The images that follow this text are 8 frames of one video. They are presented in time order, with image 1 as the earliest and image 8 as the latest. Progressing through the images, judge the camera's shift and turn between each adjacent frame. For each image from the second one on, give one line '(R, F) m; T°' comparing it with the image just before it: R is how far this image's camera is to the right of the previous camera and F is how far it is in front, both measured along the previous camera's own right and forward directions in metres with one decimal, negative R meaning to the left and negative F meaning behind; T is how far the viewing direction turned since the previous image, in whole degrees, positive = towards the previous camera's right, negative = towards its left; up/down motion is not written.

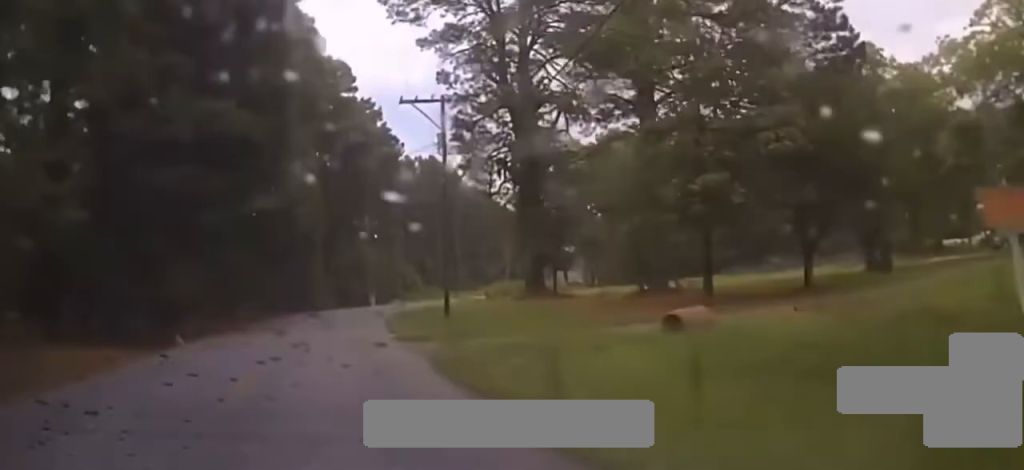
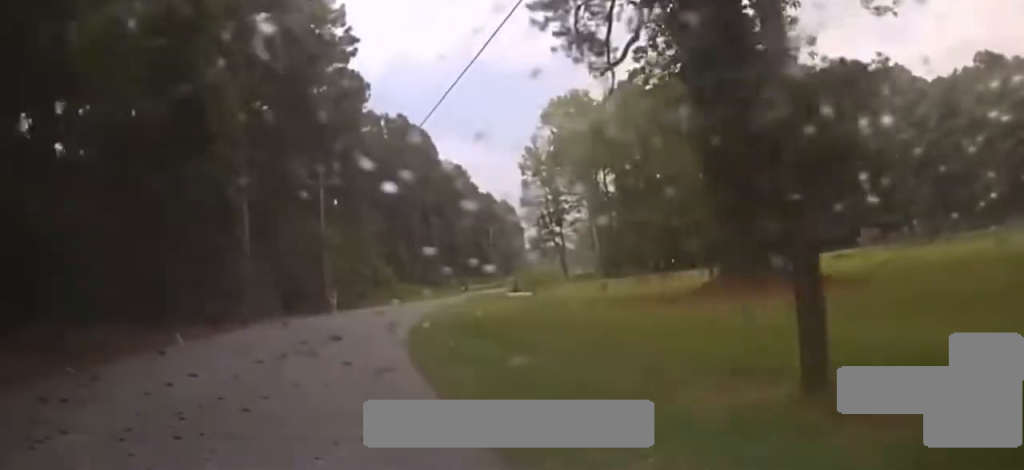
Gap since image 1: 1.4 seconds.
(+1.0, +32.2) m; +5°
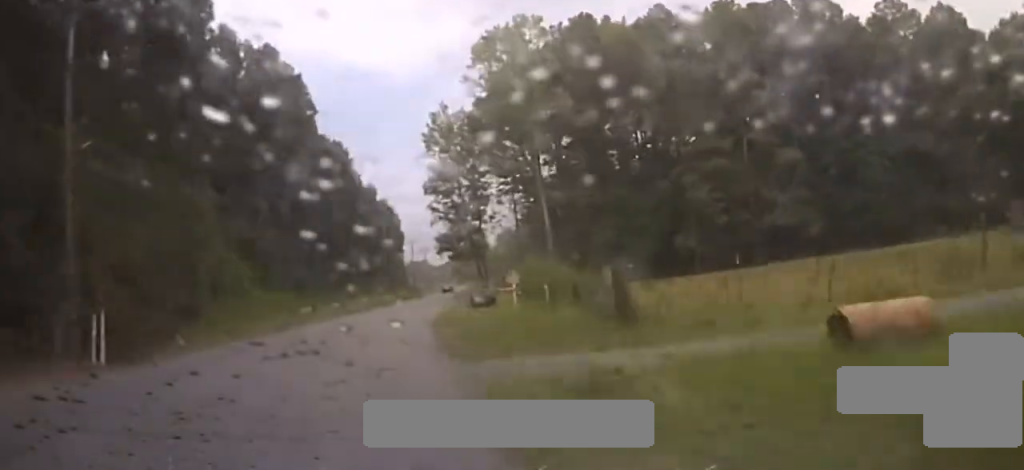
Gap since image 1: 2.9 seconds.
(+2.3, +40.2) m; +8°
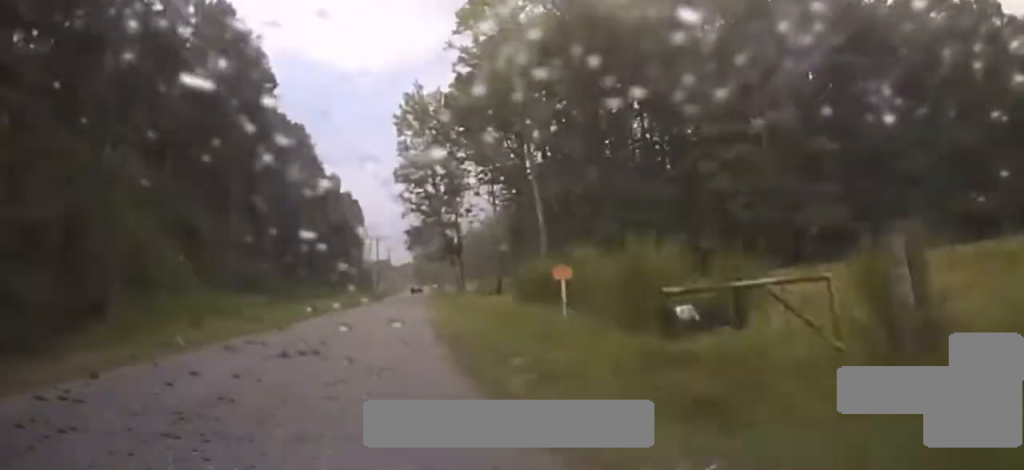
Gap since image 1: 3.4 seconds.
(+0.7, +11.5) m; +3°
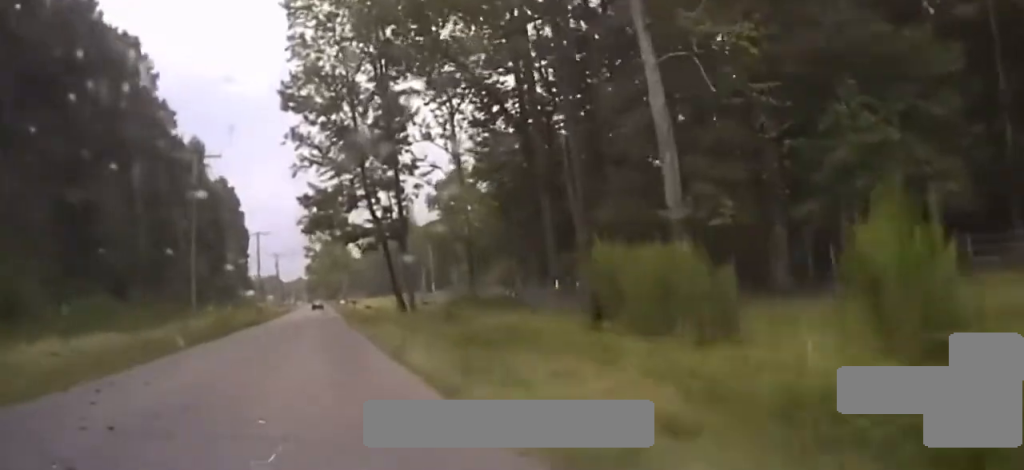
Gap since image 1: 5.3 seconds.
(+3.4, +42.5) m; +7°
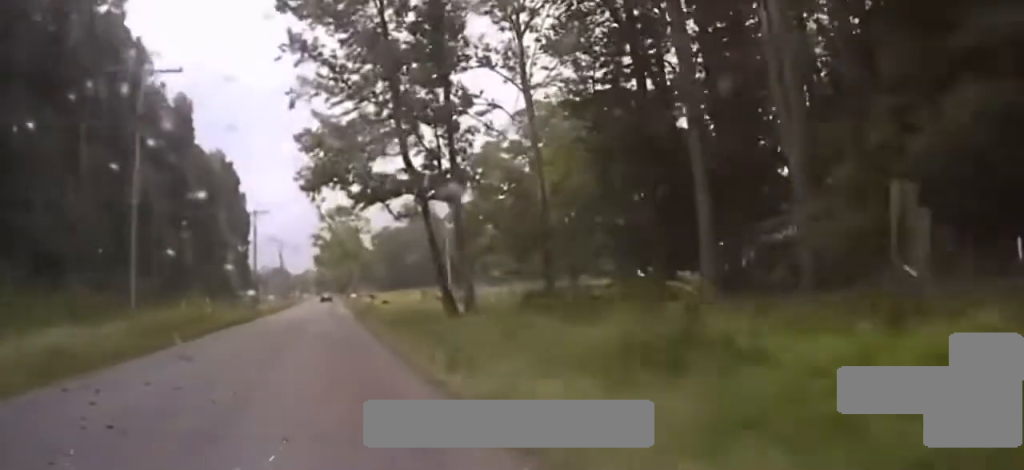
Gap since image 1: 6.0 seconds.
(+0.2, +15.1) m; 0°
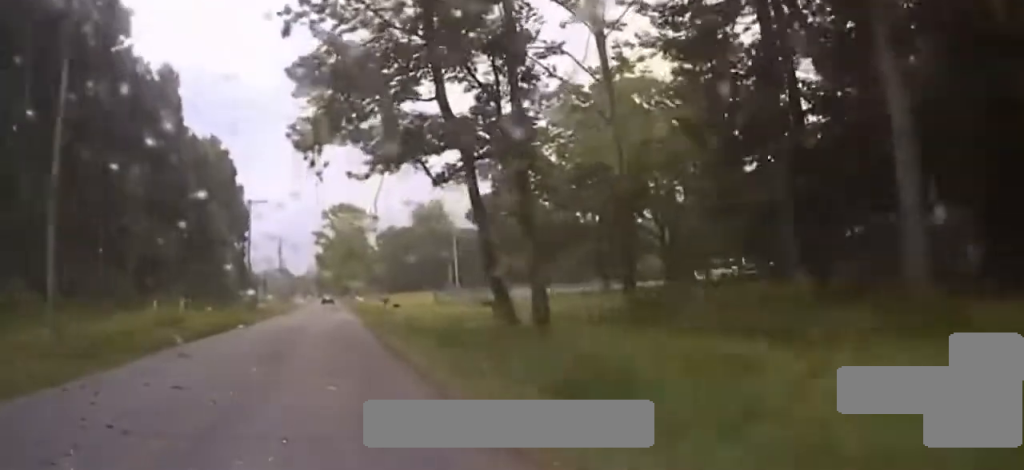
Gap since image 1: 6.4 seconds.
(0.0, +8.9) m; -1°
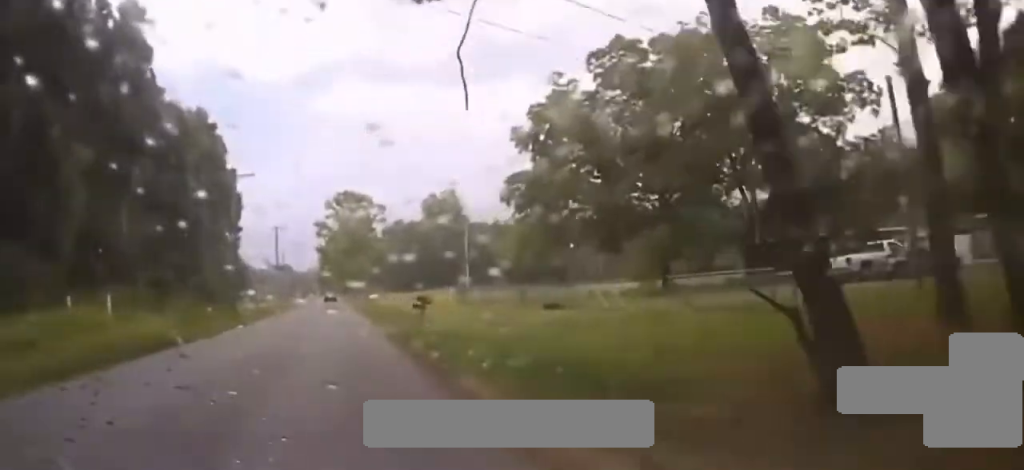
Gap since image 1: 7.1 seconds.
(-0.1, +14.0) m; -1°
